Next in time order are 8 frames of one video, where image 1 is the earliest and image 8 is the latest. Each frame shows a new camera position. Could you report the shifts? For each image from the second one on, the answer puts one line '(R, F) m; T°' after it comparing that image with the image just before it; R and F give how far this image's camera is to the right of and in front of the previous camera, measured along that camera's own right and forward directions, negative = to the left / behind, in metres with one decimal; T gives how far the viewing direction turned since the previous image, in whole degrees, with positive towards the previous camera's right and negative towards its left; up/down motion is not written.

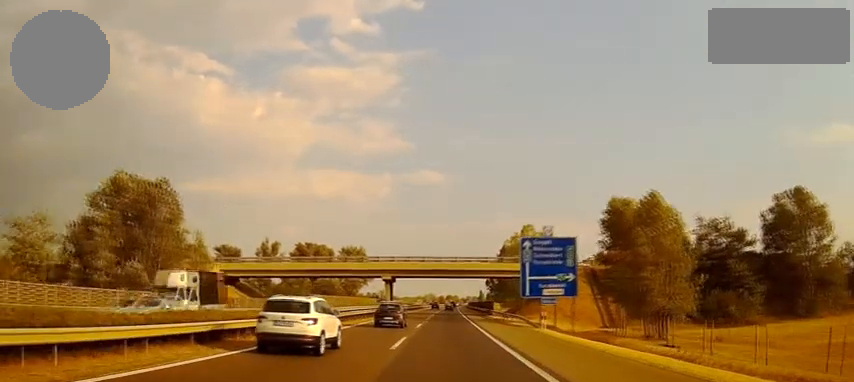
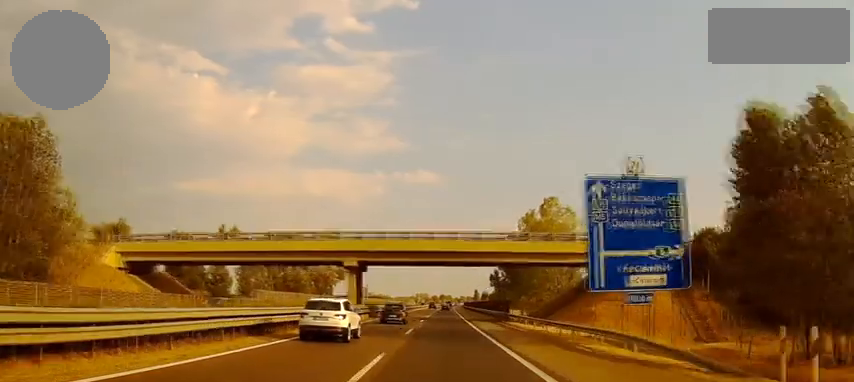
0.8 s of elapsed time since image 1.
(+0.1, +28.3) m; 0°
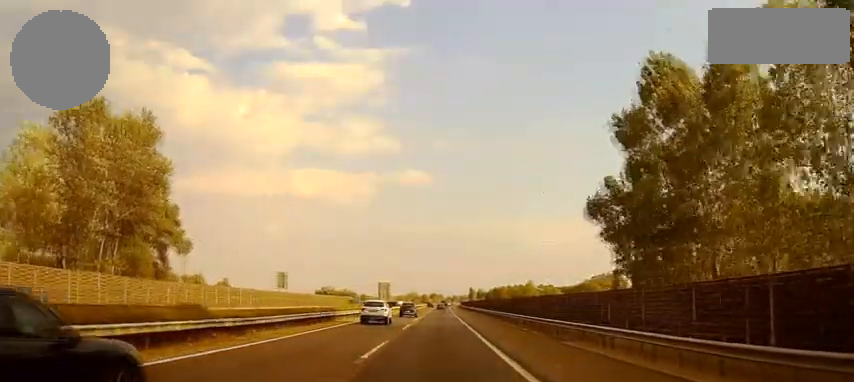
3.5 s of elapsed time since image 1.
(+0.2, +88.6) m; +1°
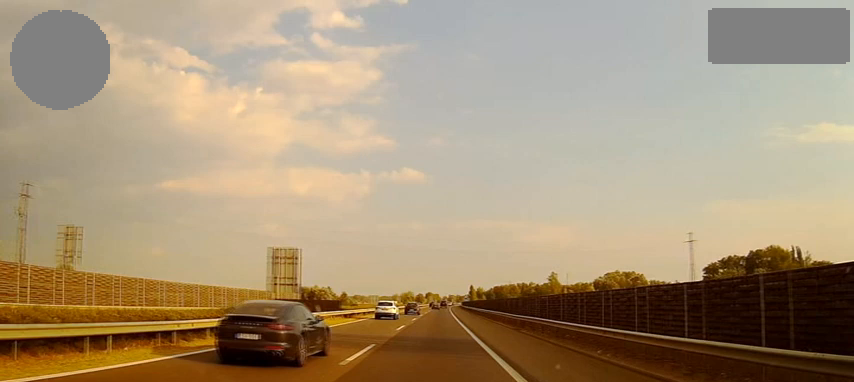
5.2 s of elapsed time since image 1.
(+0.5, +57.2) m; +1°
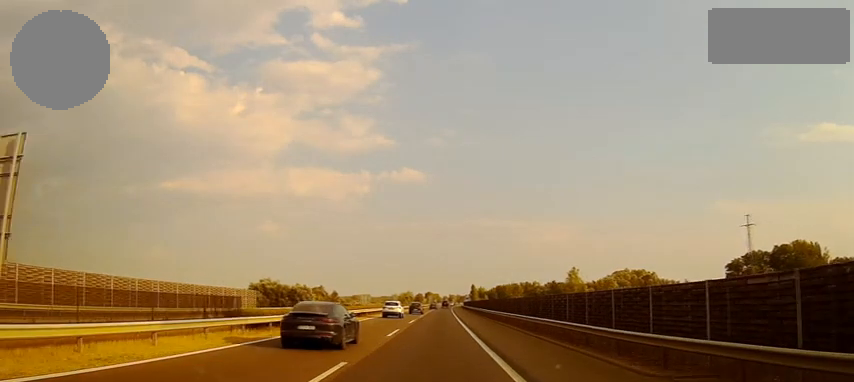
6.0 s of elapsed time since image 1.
(0.0, +25.2) m; 0°
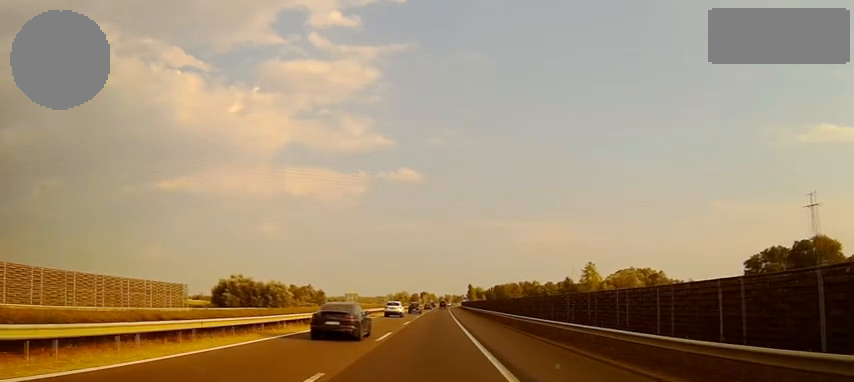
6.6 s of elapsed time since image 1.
(0.0, +21.2) m; 0°
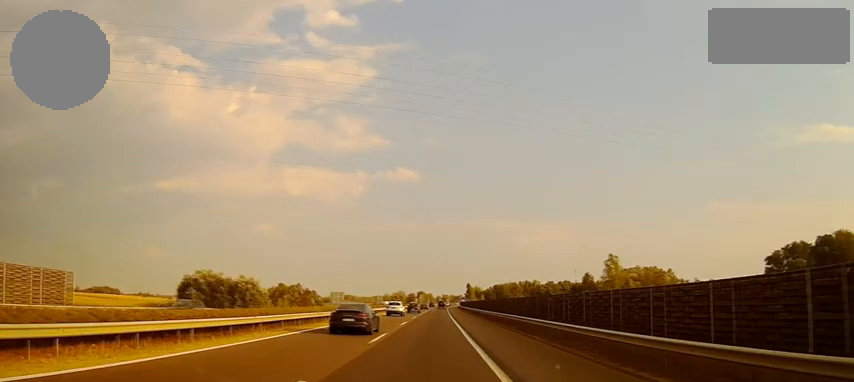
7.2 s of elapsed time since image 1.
(0.0, +19.8) m; 0°
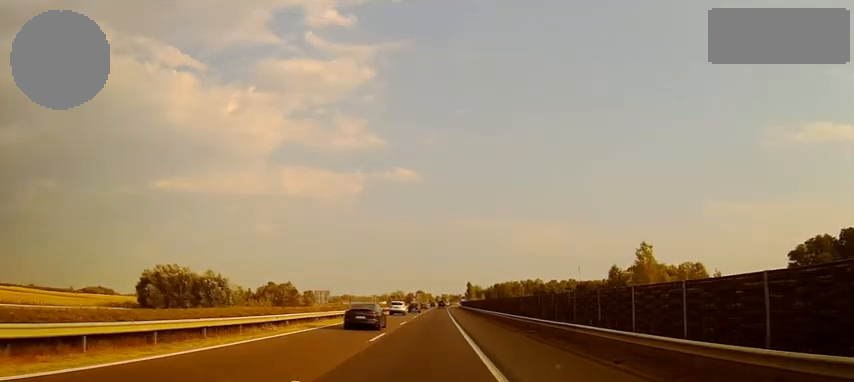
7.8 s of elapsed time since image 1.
(0.0, +18.5) m; 0°
